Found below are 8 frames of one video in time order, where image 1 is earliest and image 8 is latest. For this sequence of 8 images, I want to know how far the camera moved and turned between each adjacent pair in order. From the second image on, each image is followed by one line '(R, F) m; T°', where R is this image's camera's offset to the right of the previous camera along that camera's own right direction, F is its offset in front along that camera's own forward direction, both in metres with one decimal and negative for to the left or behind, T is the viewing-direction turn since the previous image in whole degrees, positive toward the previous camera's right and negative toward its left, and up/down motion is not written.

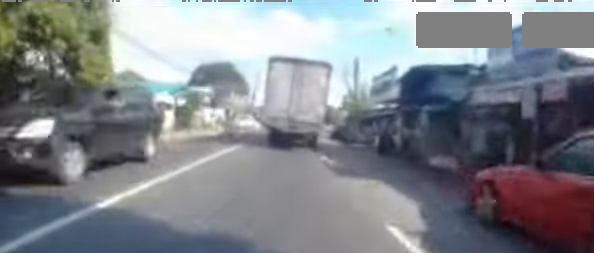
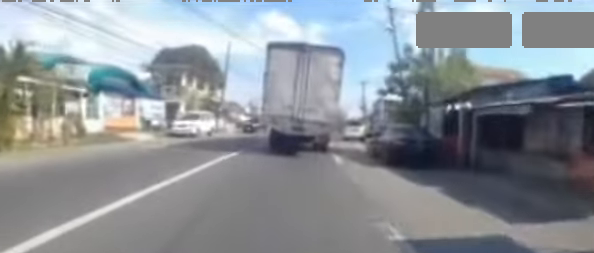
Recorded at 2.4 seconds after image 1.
(+0.9, +16.9) m; +4°
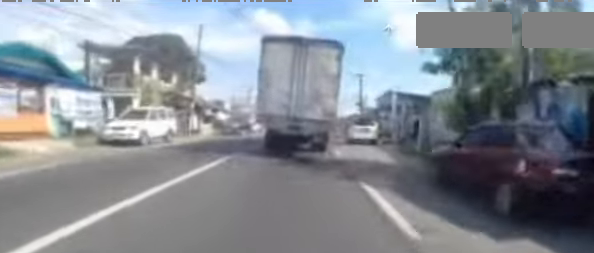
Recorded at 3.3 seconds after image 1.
(-0.3, +6.1) m; +4°
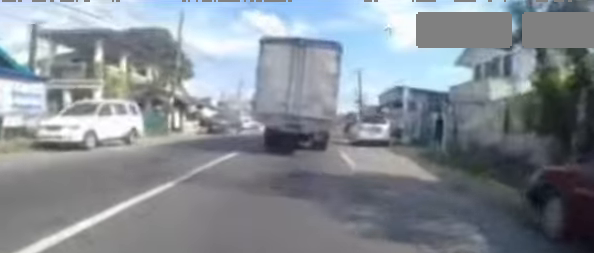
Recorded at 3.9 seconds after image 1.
(+0.3, +3.3) m; +5°
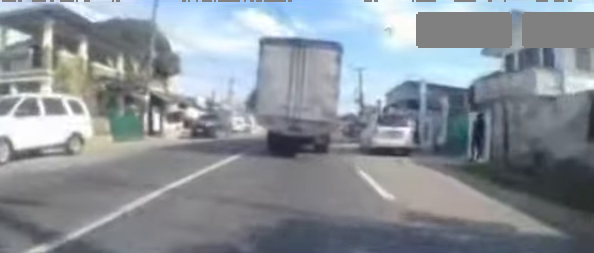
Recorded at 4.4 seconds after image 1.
(+0.1, +3.3) m; +1°
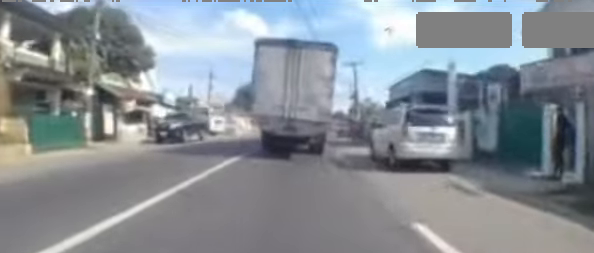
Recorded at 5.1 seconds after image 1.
(+0.2, +4.0) m; -3°
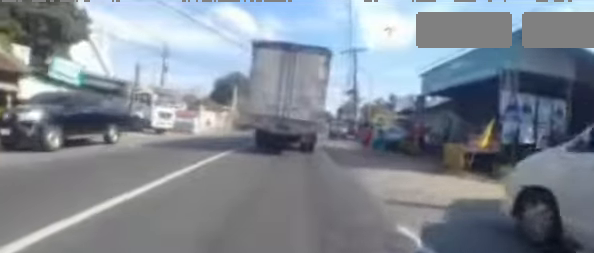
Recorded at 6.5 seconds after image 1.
(-0.7, +8.6) m; -2°
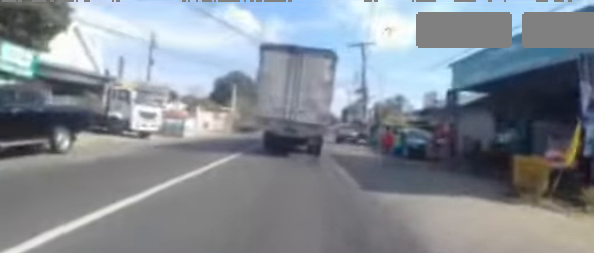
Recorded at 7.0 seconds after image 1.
(-0.1, +3.1) m; +3°
